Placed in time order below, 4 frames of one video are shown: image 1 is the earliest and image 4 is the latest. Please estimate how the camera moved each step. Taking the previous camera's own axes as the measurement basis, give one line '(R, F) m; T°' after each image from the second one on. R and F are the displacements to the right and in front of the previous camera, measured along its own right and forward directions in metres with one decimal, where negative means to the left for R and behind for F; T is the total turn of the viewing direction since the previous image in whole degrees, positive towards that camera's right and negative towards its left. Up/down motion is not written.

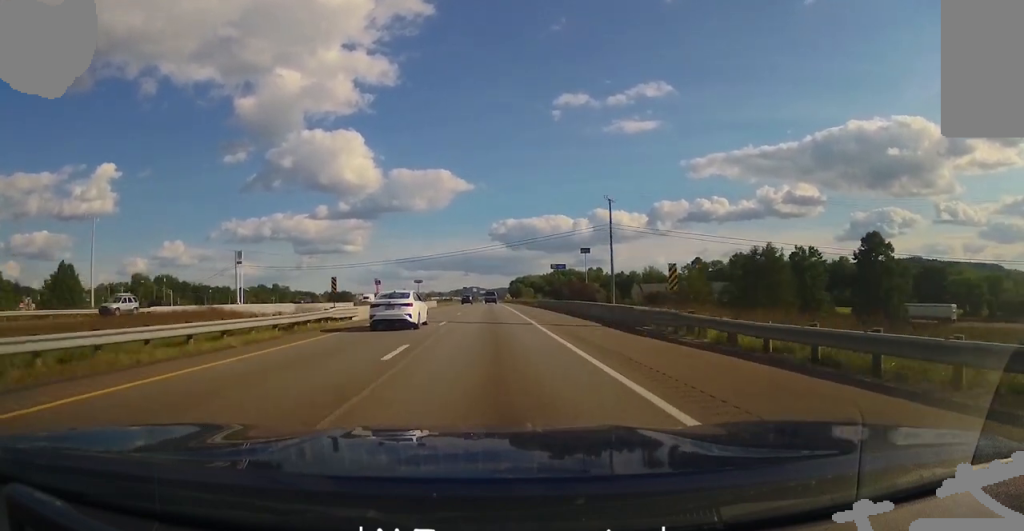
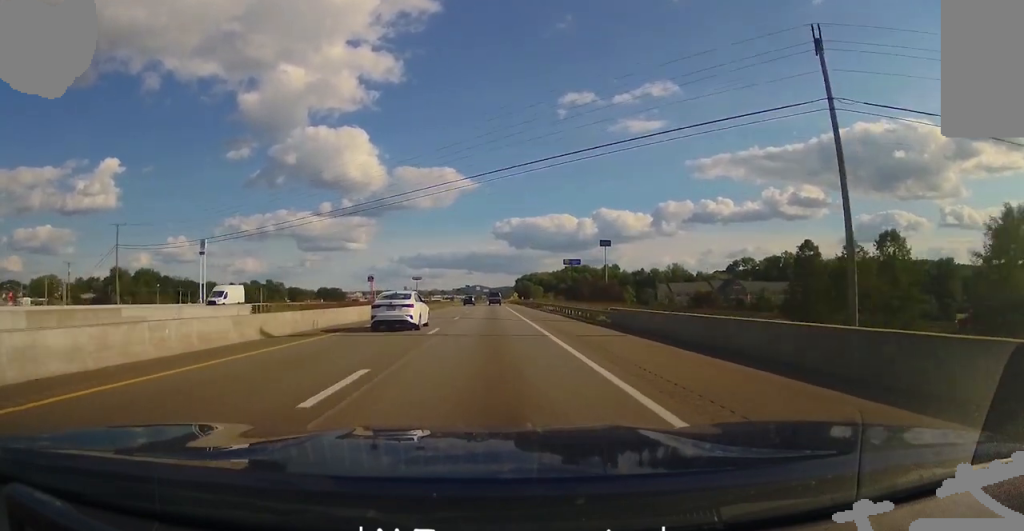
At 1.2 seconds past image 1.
(-0.1, +41.0) m; -1°
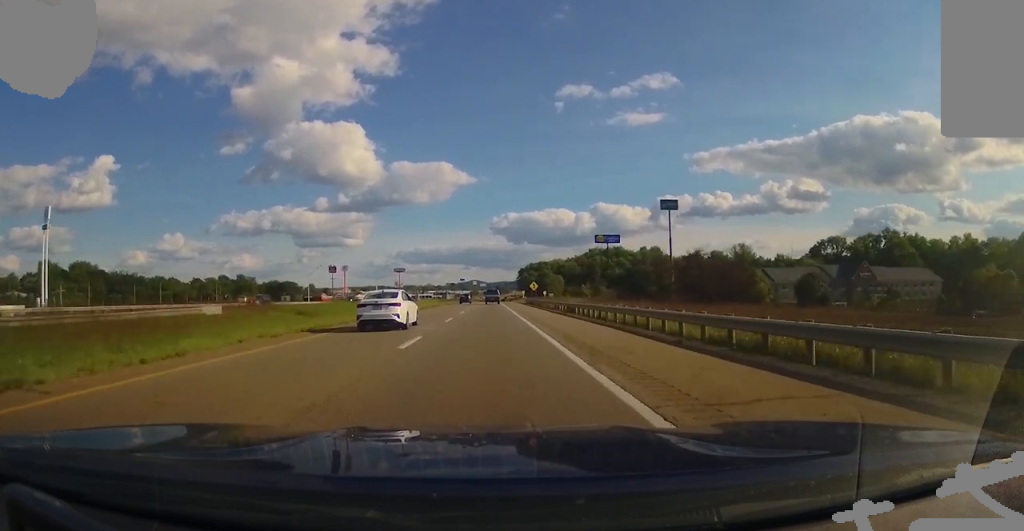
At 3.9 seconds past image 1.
(-0.7, +94.0) m; 0°
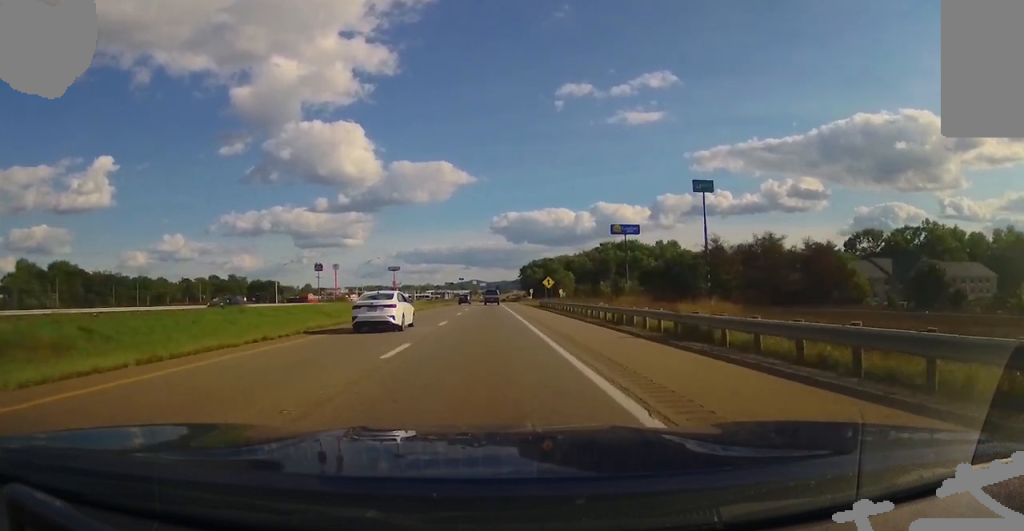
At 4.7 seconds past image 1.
(+0.1, +26.3) m; 0°
